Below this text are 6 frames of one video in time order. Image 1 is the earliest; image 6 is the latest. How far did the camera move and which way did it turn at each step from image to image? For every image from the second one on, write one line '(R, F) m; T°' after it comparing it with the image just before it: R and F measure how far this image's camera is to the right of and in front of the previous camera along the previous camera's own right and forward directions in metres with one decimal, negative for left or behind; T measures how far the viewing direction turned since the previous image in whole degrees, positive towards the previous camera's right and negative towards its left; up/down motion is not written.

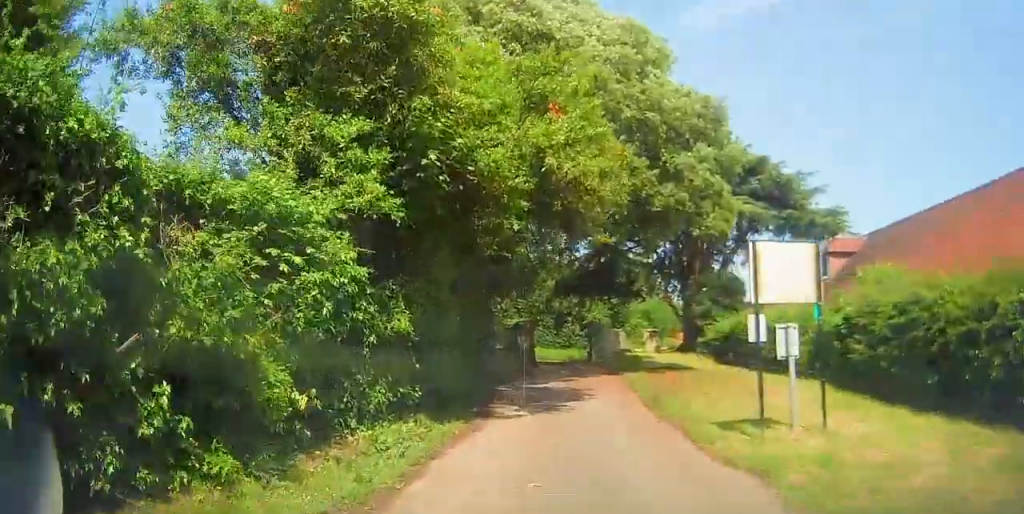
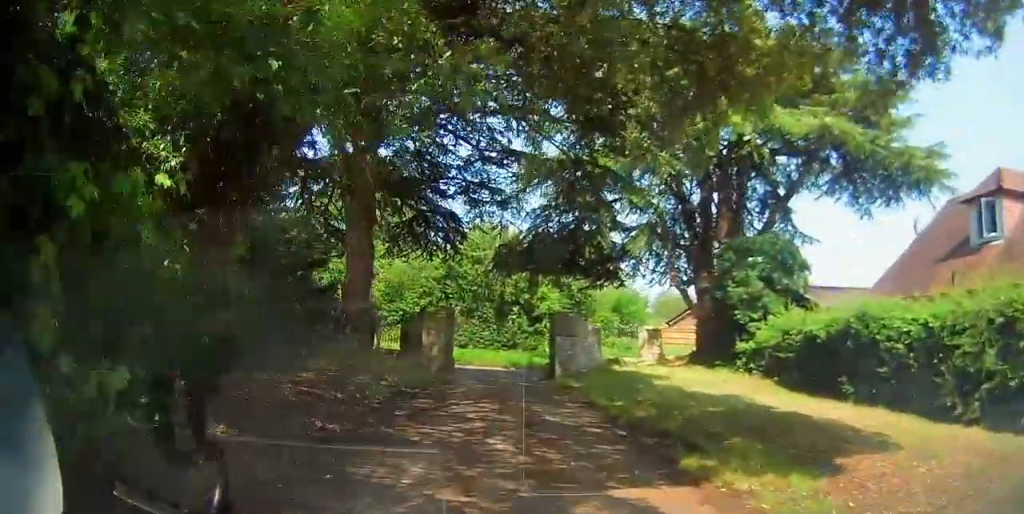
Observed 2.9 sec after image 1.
(-1.2, +16.9) m; -14°
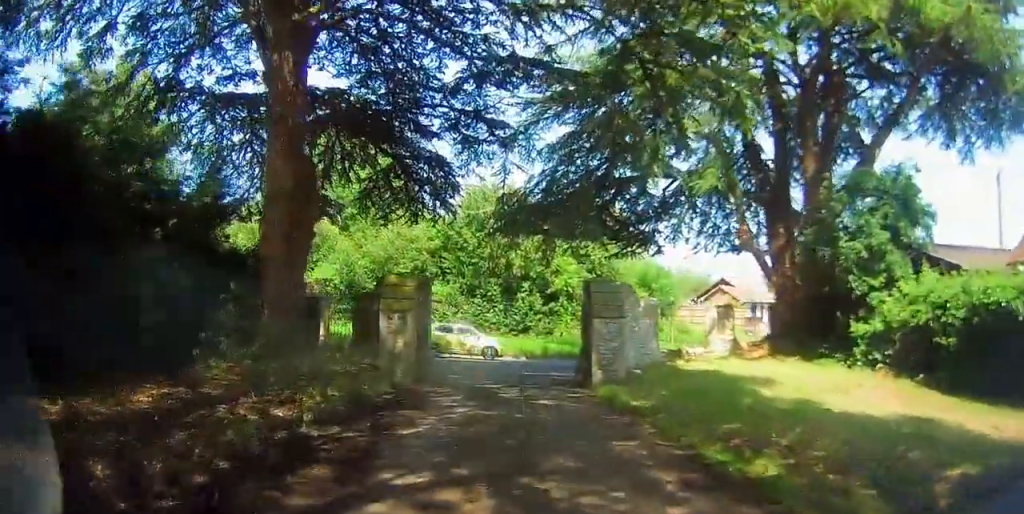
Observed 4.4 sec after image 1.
(-0.1, +7.4) m; -2°
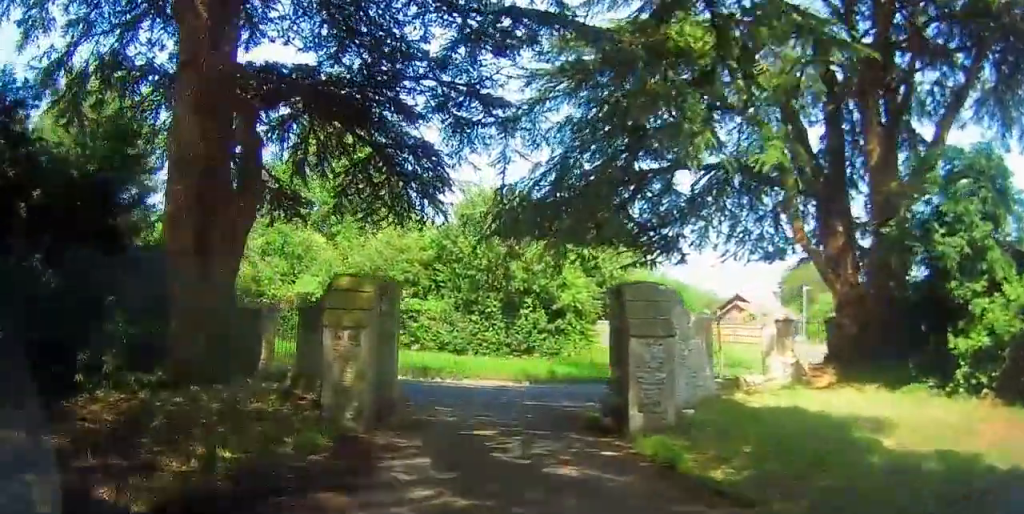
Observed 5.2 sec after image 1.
(0.0, +3.7) m; +4°
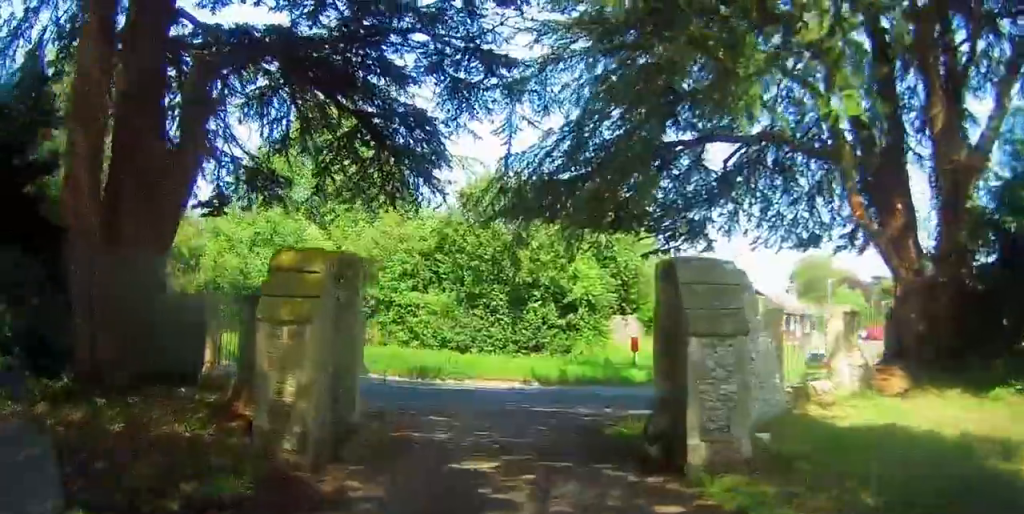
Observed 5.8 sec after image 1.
(-0.1, +2.5) m; +4°
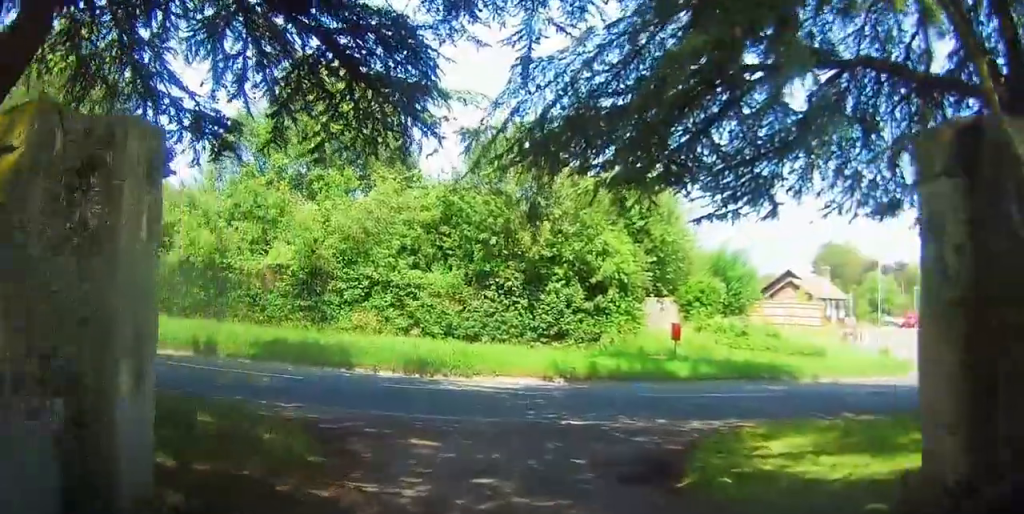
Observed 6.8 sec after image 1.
(+0.6, +3.6) m; -4°
